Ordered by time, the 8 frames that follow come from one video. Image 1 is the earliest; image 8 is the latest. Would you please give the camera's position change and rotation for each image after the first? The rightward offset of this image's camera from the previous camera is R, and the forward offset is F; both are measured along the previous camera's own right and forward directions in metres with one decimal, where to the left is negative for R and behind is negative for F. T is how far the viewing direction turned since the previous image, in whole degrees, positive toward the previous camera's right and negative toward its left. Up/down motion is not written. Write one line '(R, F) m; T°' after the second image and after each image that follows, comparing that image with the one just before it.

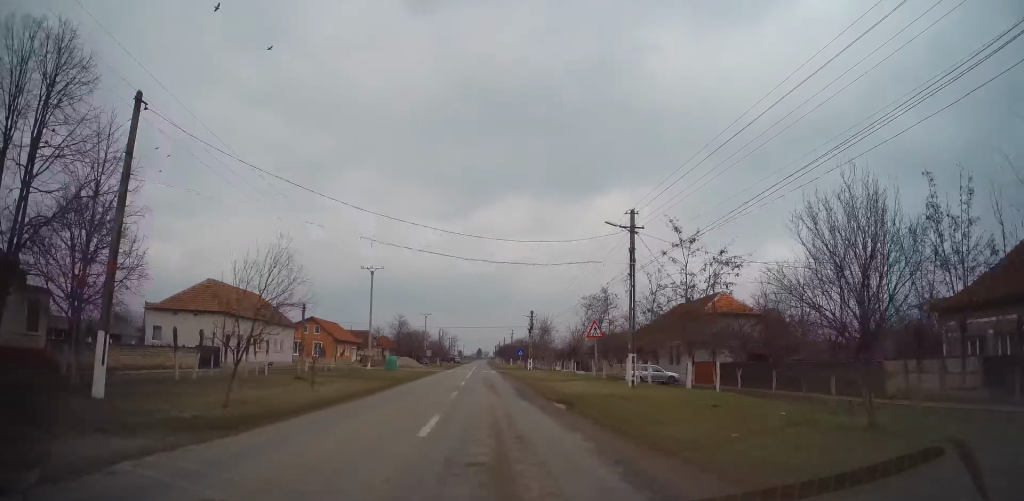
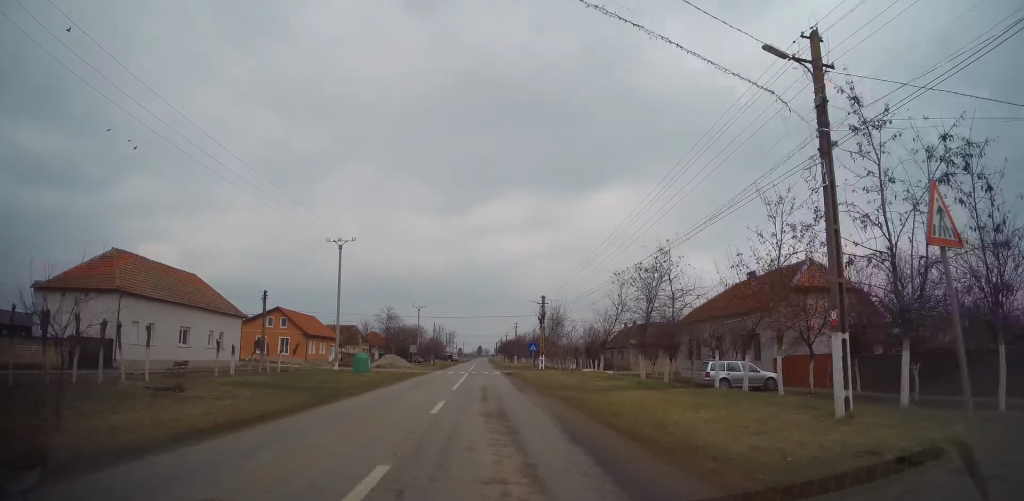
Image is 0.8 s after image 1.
(+0.4, +14.4) m; 0°
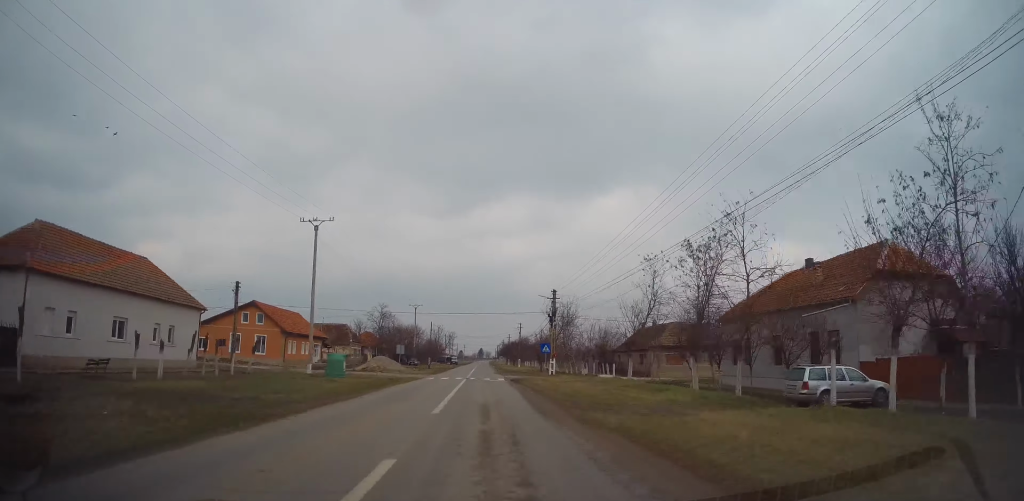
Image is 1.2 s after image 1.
(-0.2, +8.1) m; 0°
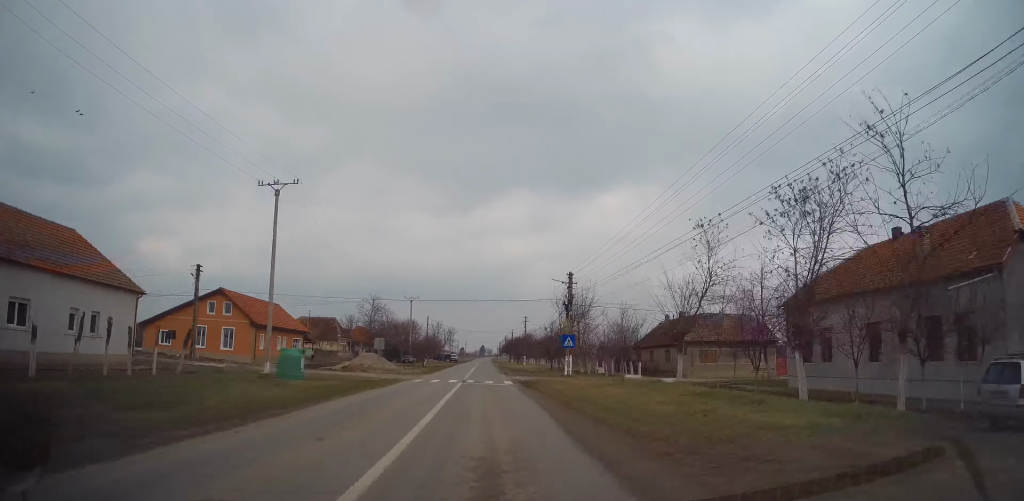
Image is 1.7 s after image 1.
(-0.2, +8.7) m; 0°
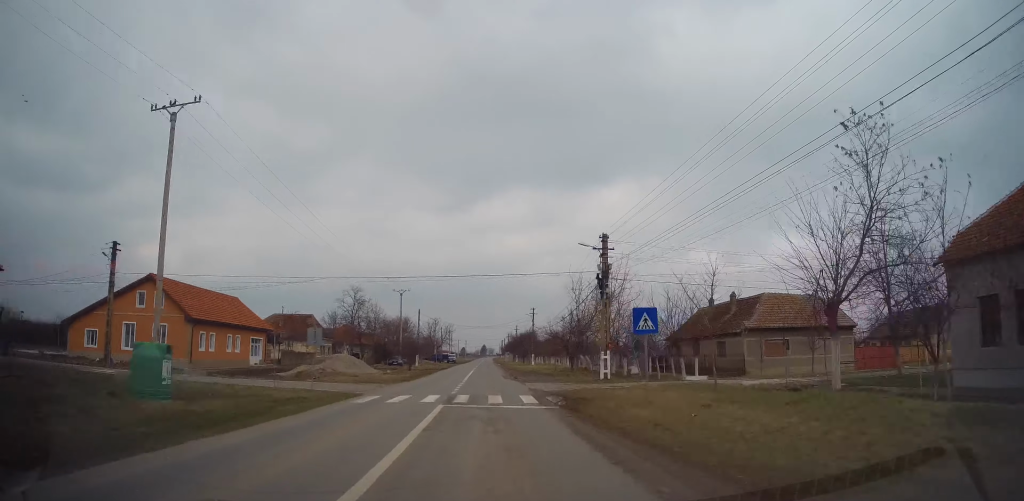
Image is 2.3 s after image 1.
(+0.1, +12.4) m; 0°
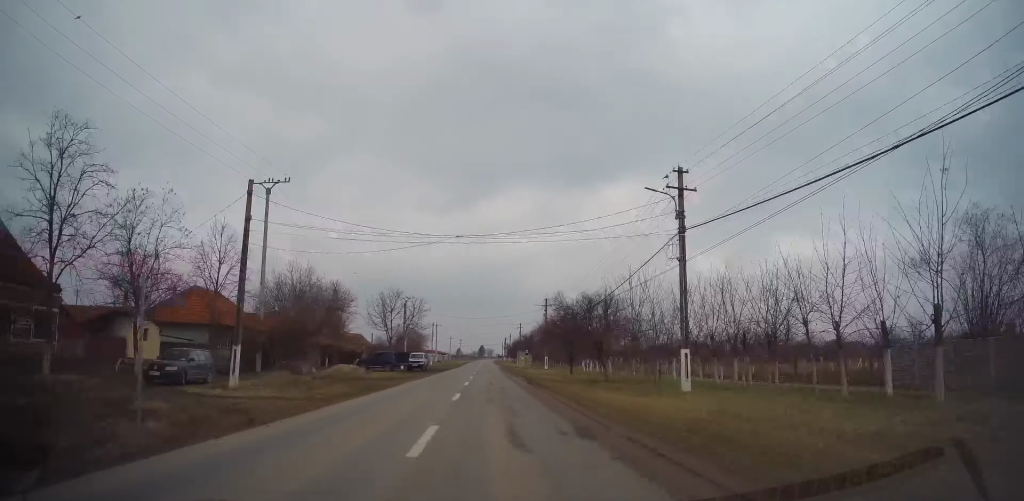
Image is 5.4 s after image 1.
(+0.4, +56.2) m; +1°
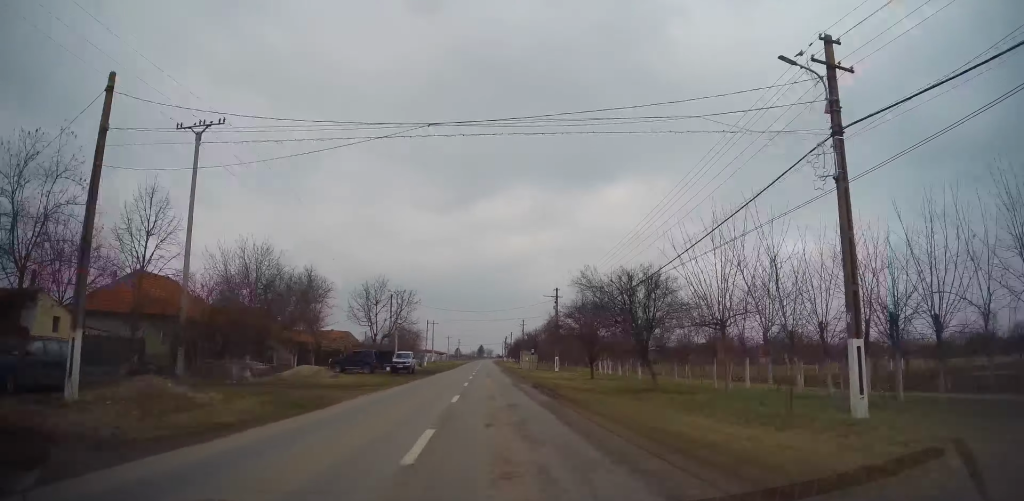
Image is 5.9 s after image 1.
(0.0, +9.3) m; 0°
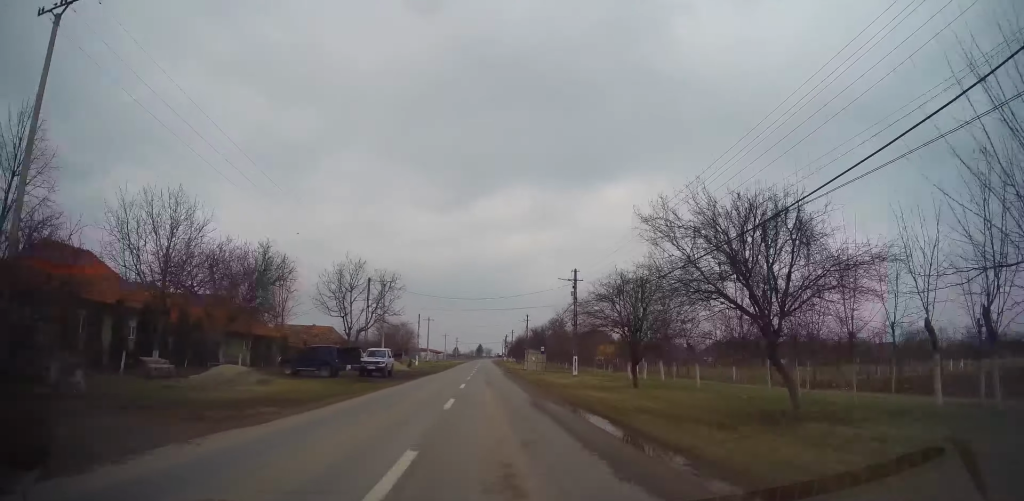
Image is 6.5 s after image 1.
(0.0, +11.1) m; -1°
